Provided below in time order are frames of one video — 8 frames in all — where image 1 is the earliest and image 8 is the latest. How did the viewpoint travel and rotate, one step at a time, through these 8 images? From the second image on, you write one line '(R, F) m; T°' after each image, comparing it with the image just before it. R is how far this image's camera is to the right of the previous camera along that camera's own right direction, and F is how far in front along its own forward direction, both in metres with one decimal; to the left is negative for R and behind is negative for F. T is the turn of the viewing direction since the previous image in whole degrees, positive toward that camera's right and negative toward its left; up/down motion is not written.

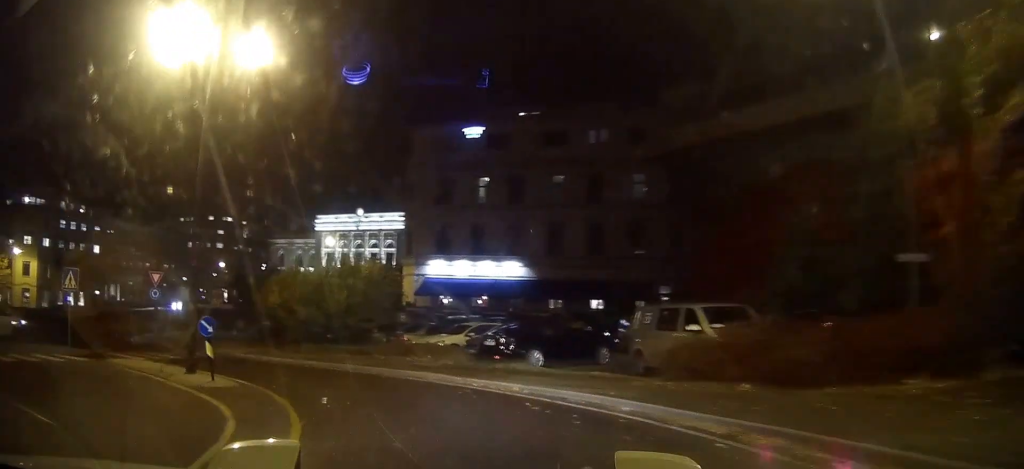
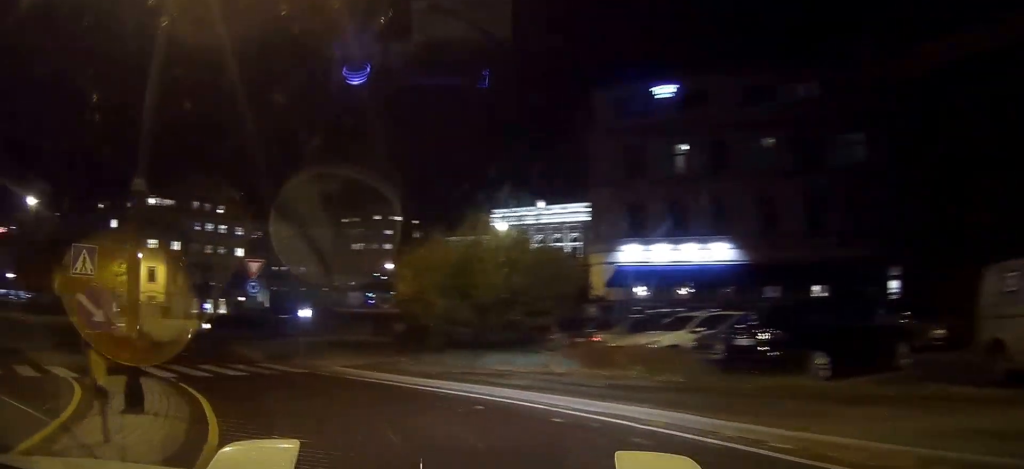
(-0.8, +9.0) m; -12°
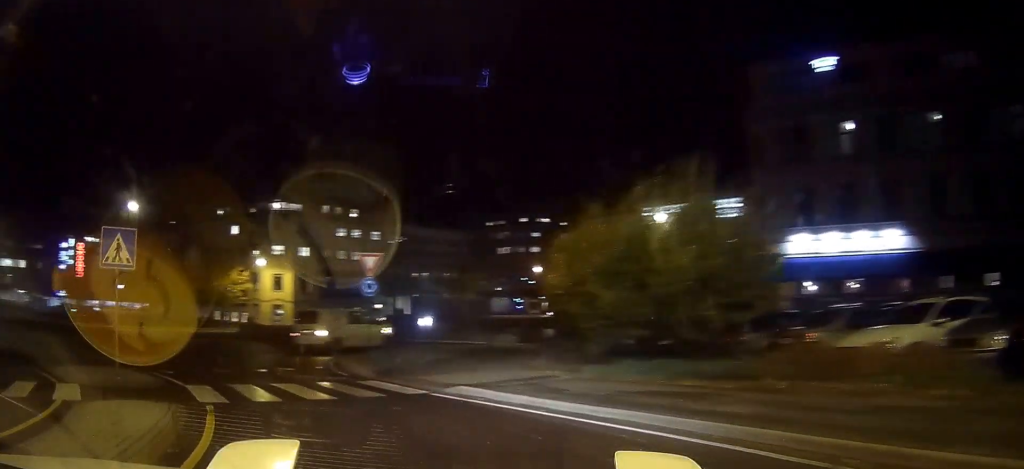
(-0.2, +5.0) m; -8°
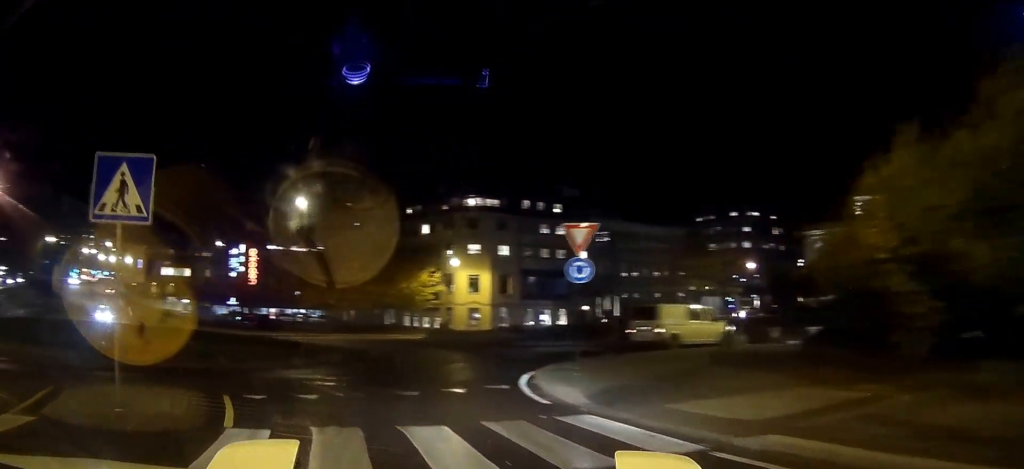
(-0.8, +7.0) m; -9°
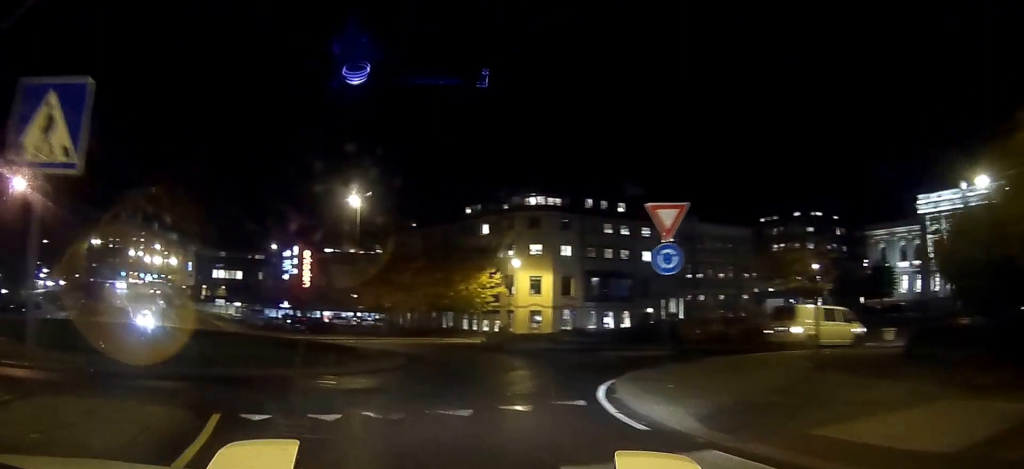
(+0.1, +2.9) m; -7°
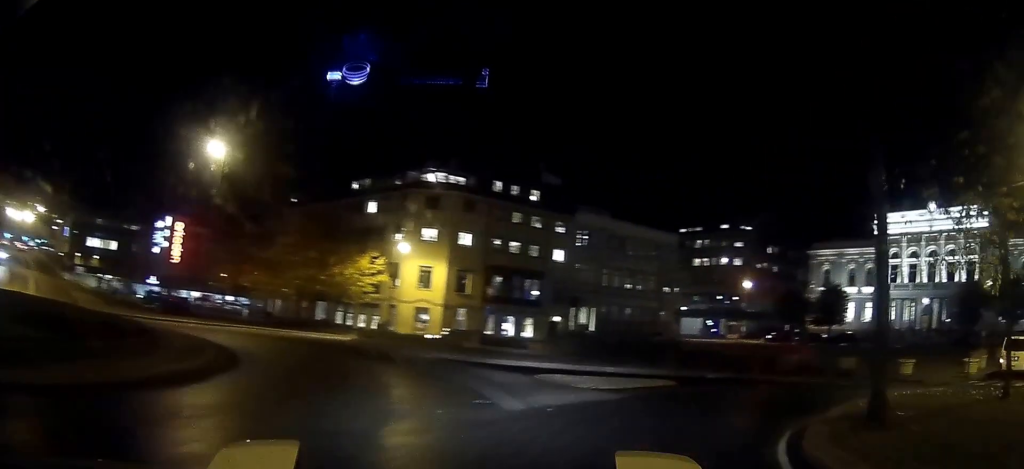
(-2.3, +11.0) m; -8°
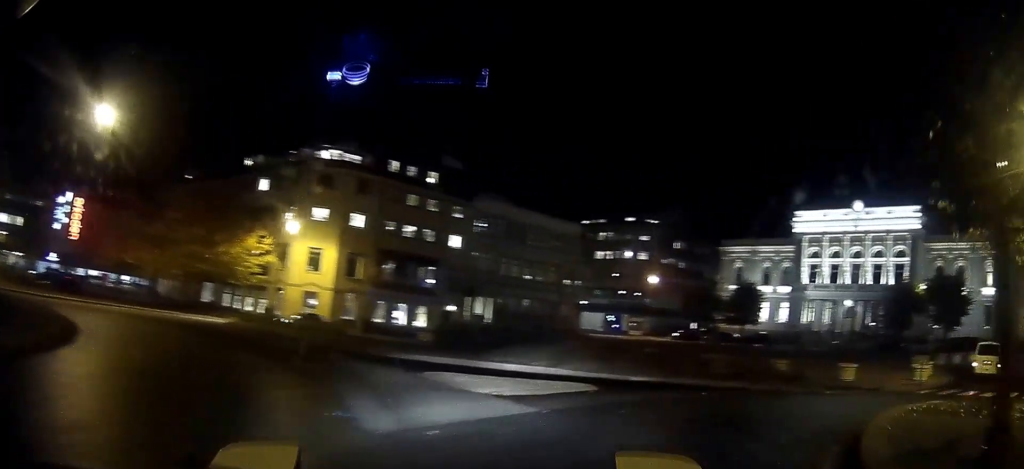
(+0.1, +2.7) m; +7°
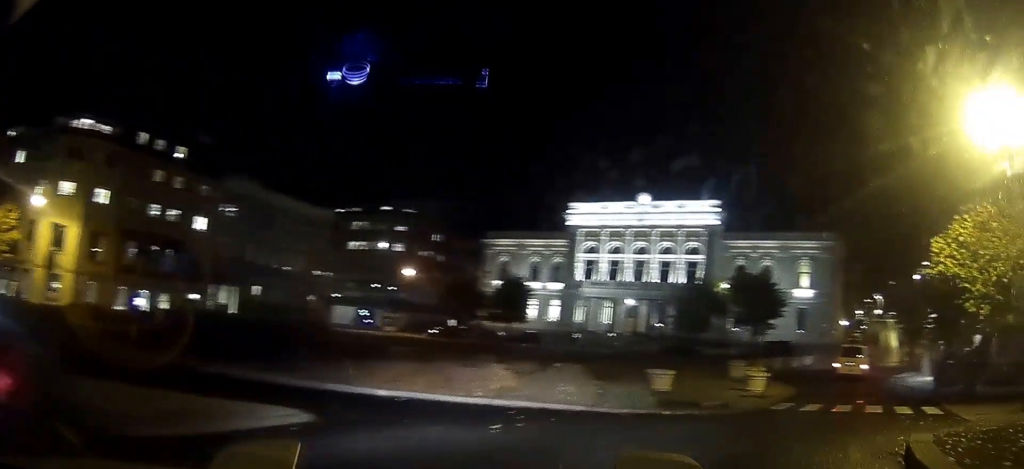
(+0.5, +4.2) m; +19°
